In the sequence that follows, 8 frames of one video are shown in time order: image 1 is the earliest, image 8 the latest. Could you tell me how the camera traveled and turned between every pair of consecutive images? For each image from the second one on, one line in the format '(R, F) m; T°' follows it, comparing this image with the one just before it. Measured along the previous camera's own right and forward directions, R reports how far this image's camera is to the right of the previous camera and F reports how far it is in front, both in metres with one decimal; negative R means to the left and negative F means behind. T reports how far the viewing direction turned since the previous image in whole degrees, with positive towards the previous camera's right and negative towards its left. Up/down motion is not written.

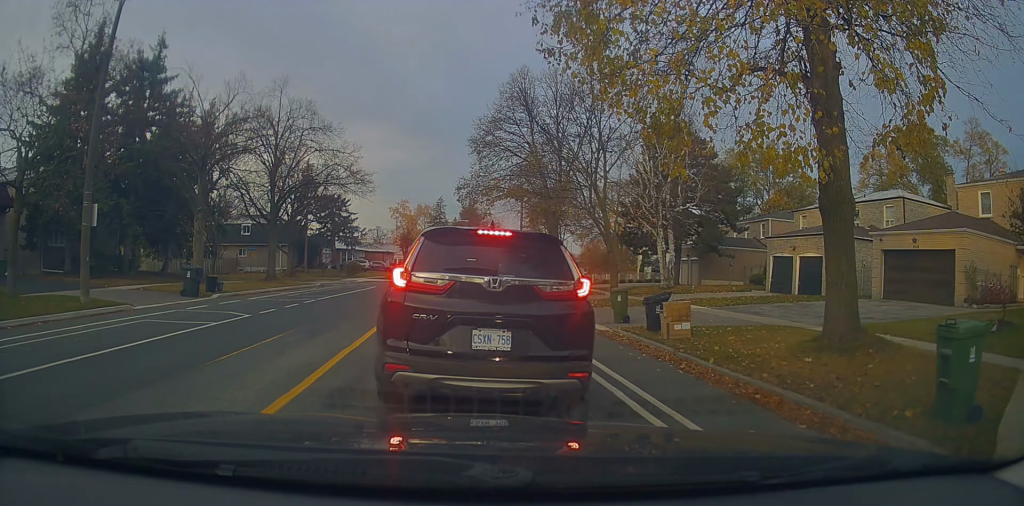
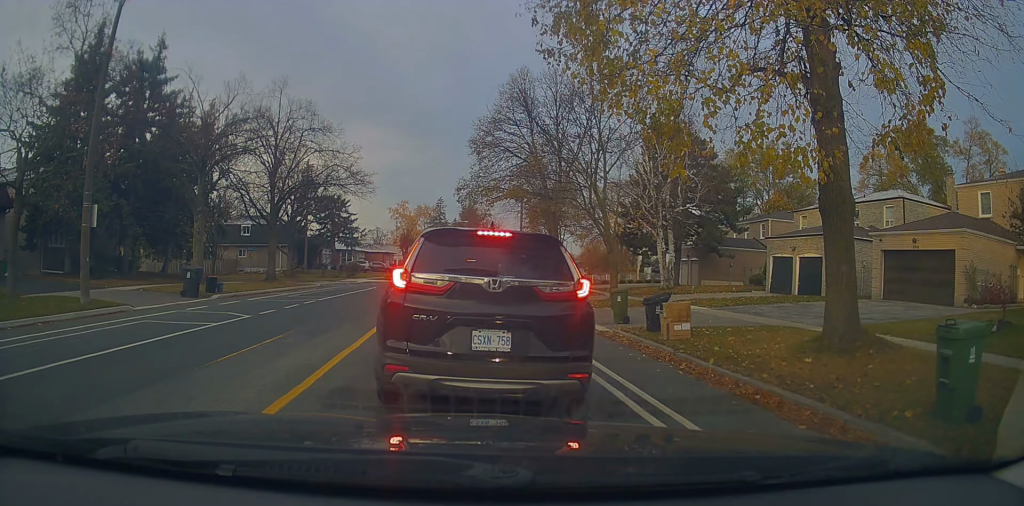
(0.0, +0.1) m; 0°
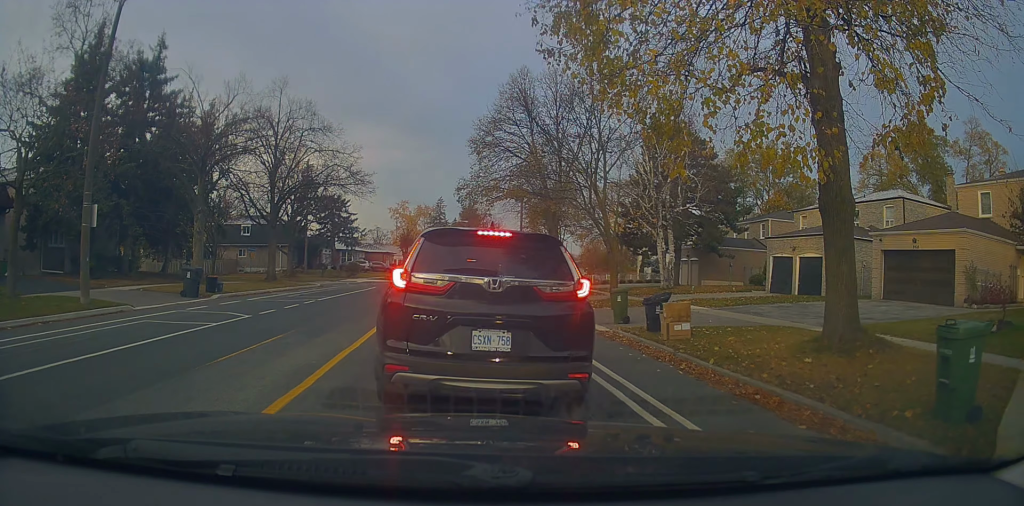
(0.0, +0.1) m; 0°
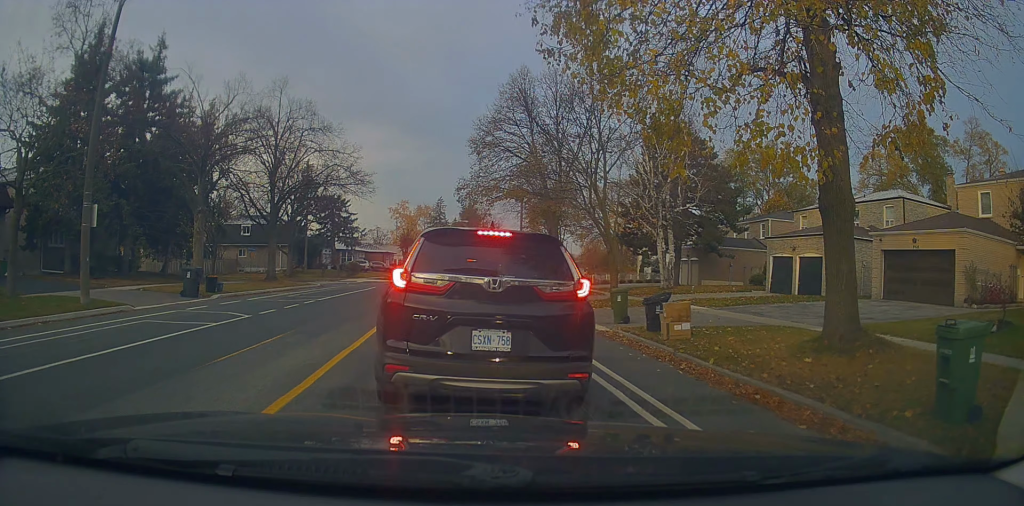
(0.0, 0.0) m; 0°
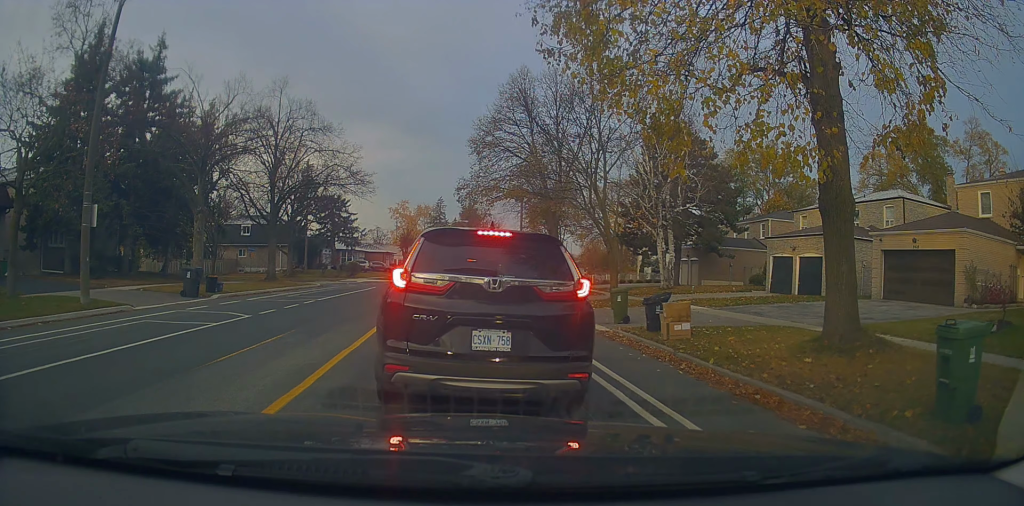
(0.0, 0.0) m; 0°
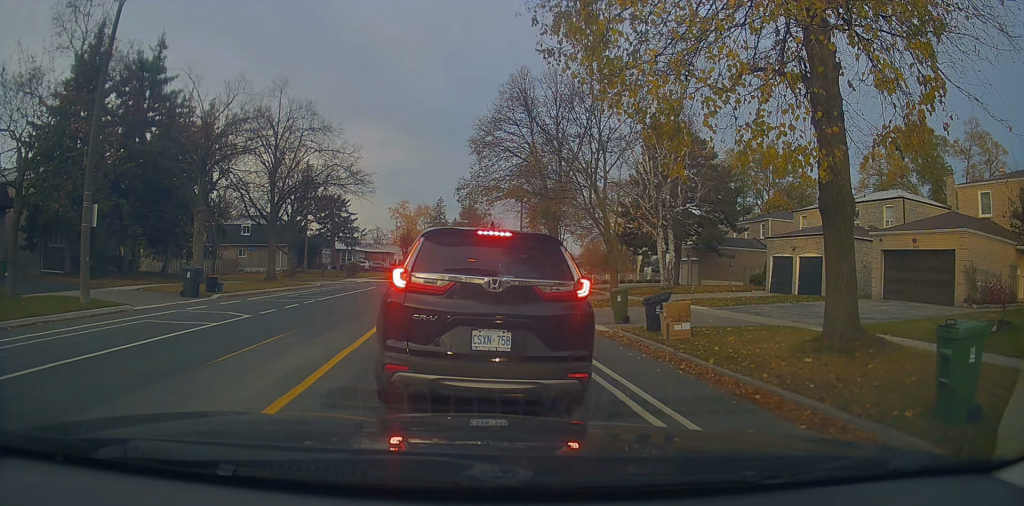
(0.0, 0.0) m; 0°
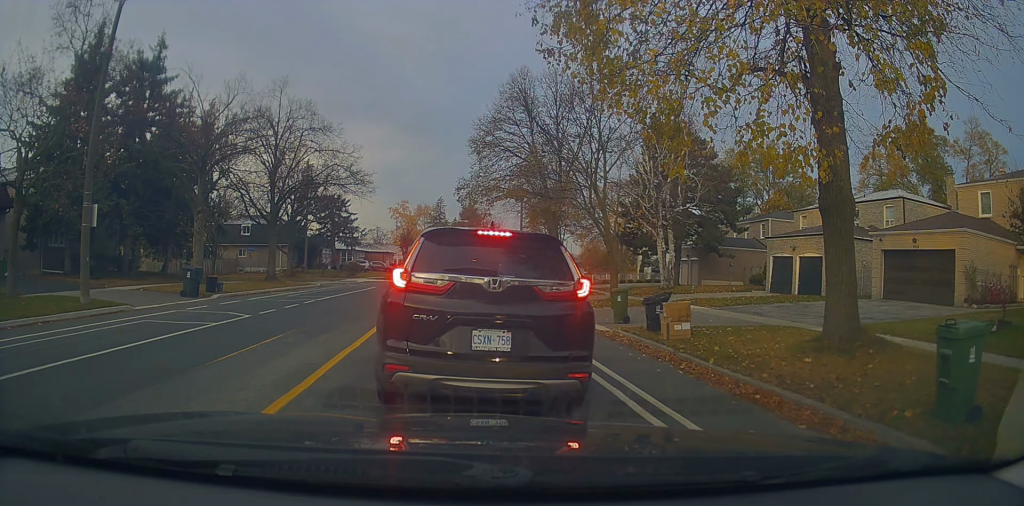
(0.0, 0.0) m; 0°
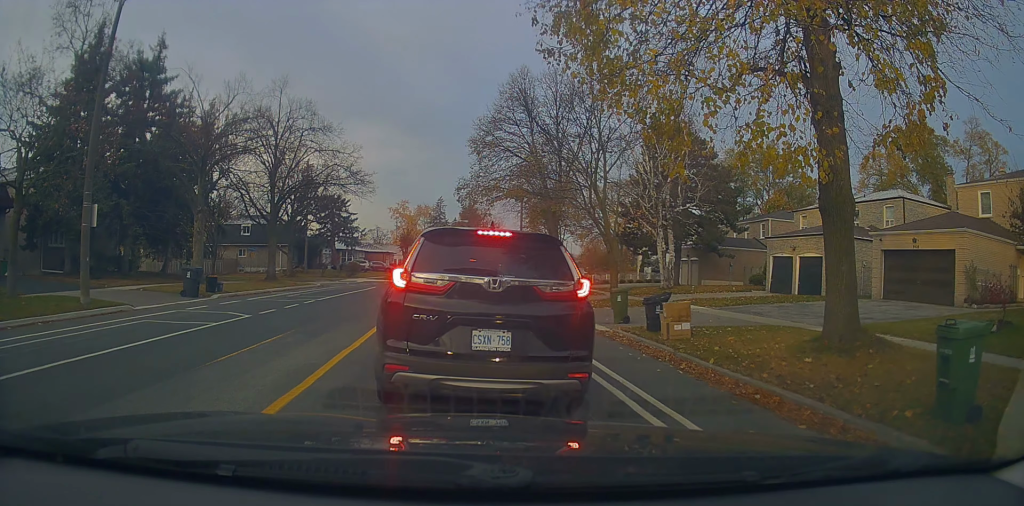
(0.0, 0.0) m; 0°
